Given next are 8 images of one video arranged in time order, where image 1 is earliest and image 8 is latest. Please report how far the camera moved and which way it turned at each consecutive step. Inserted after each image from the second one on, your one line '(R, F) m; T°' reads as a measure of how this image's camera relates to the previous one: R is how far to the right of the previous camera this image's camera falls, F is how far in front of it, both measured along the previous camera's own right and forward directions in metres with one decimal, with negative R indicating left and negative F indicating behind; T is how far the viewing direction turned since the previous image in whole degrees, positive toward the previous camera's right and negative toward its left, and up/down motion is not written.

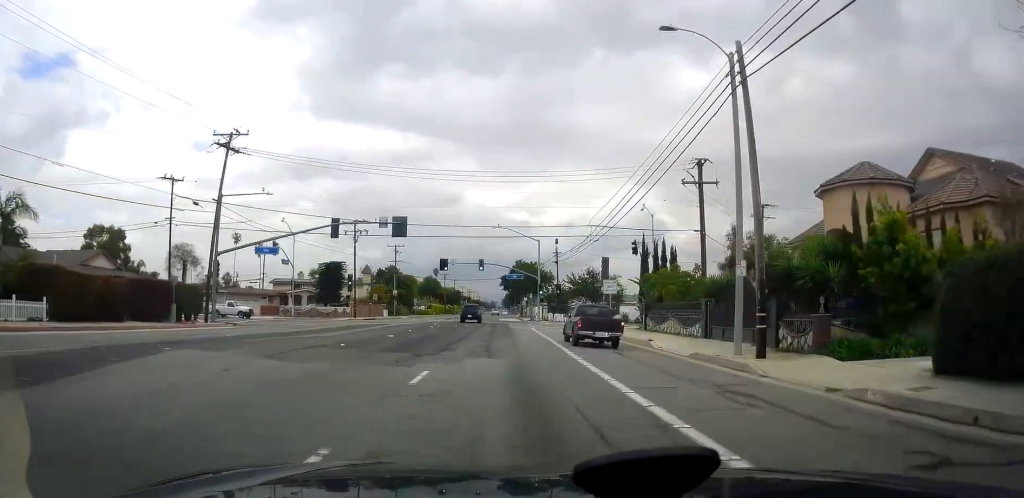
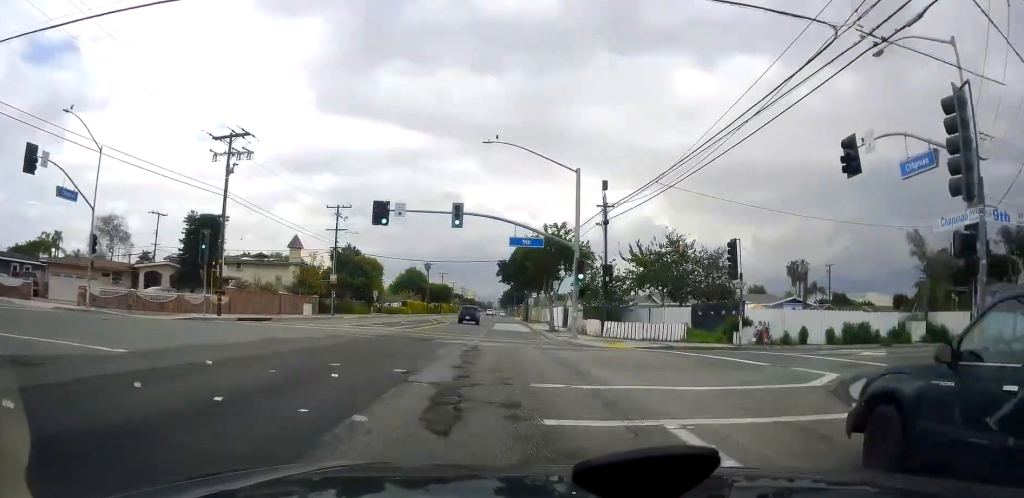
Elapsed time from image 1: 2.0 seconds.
(+1.0, +35.0) m; +2°
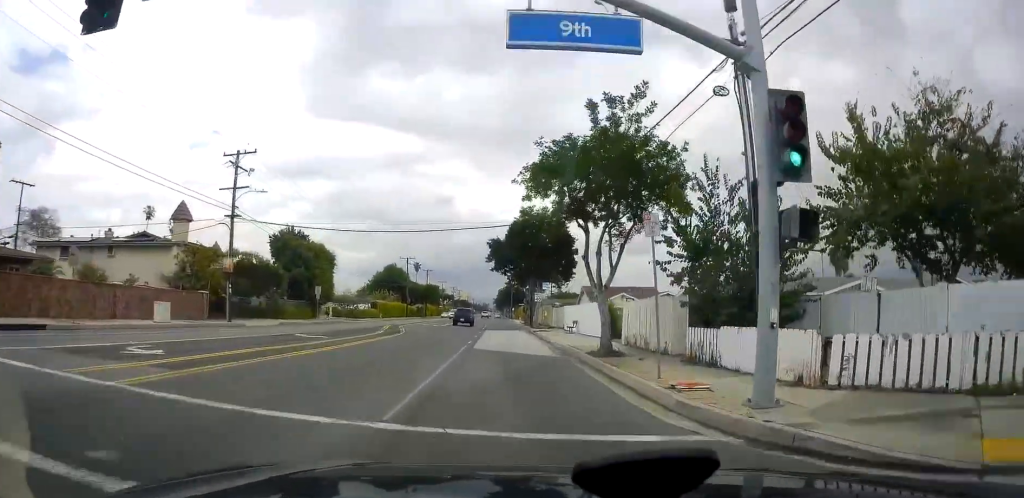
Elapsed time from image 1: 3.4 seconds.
(+0.4, +24.2) m; +2°
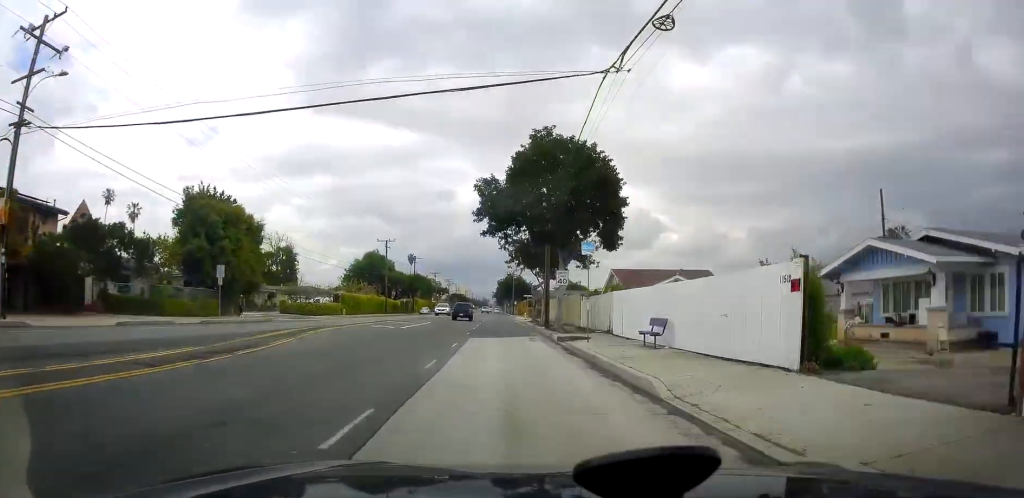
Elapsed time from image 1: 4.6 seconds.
(0.0, +21.5) m; -1°
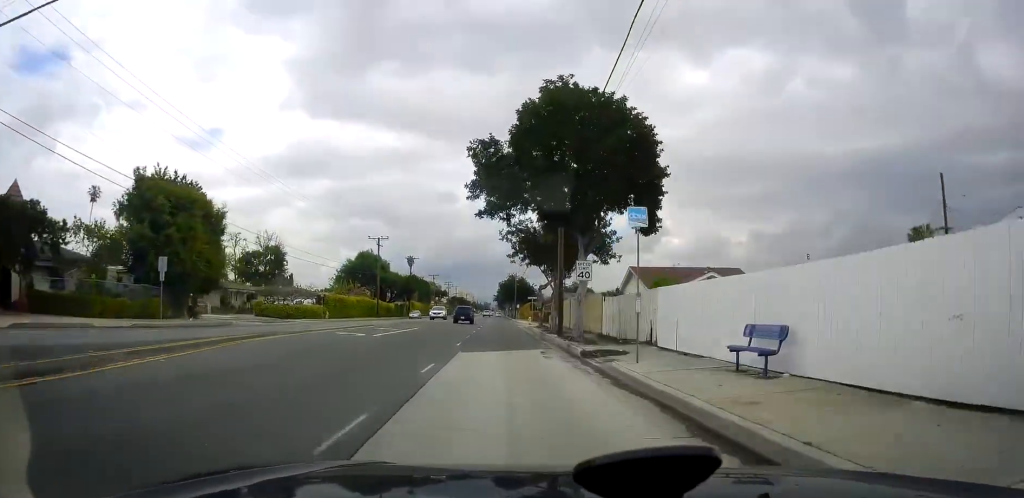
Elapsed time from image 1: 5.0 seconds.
(-0.1, +7.5) m; -1°
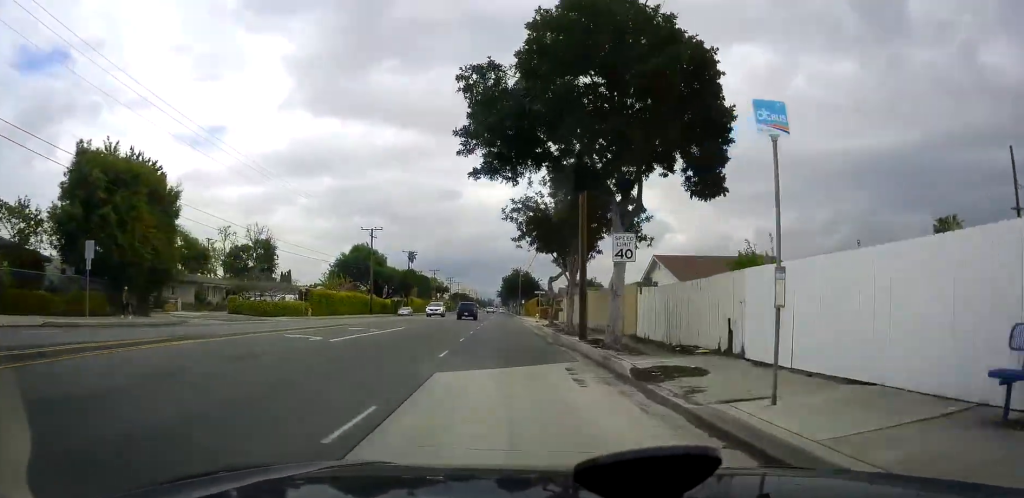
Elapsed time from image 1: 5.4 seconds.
(0.0, +7.0) m; 0°
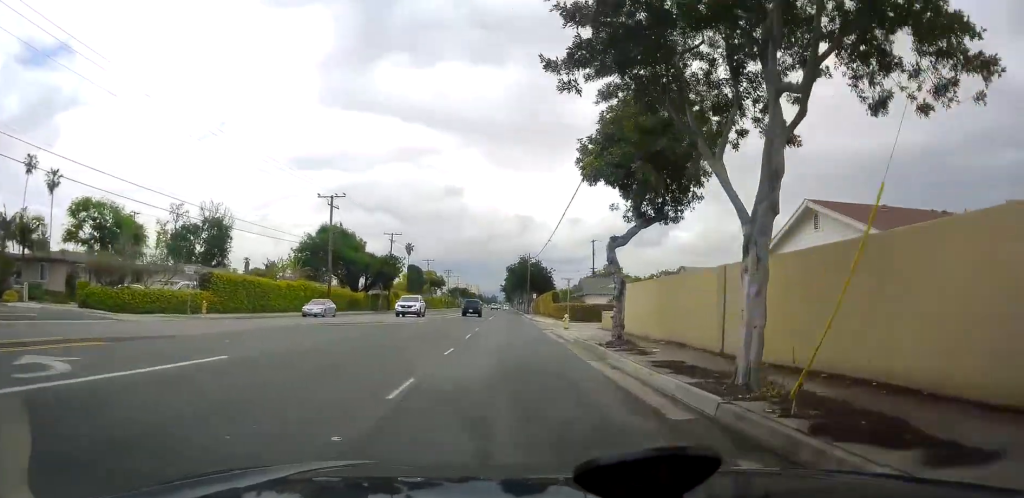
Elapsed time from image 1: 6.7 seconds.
(0.0, +22.1) m; 0°
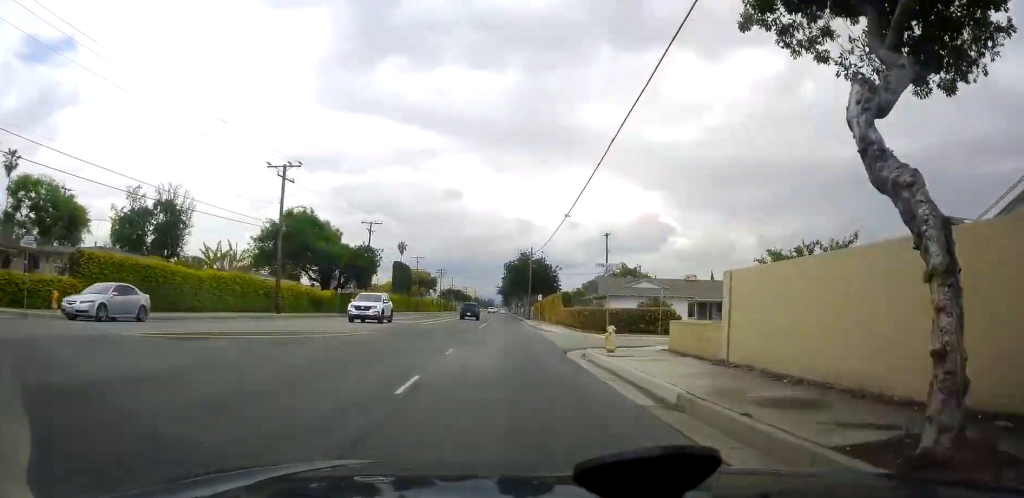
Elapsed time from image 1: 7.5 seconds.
(0.0, +13.8) m; 0°
